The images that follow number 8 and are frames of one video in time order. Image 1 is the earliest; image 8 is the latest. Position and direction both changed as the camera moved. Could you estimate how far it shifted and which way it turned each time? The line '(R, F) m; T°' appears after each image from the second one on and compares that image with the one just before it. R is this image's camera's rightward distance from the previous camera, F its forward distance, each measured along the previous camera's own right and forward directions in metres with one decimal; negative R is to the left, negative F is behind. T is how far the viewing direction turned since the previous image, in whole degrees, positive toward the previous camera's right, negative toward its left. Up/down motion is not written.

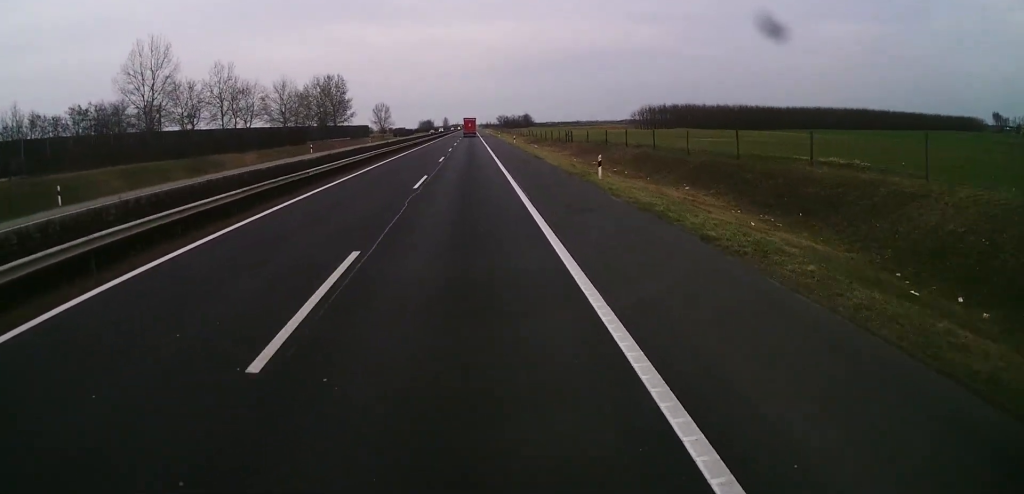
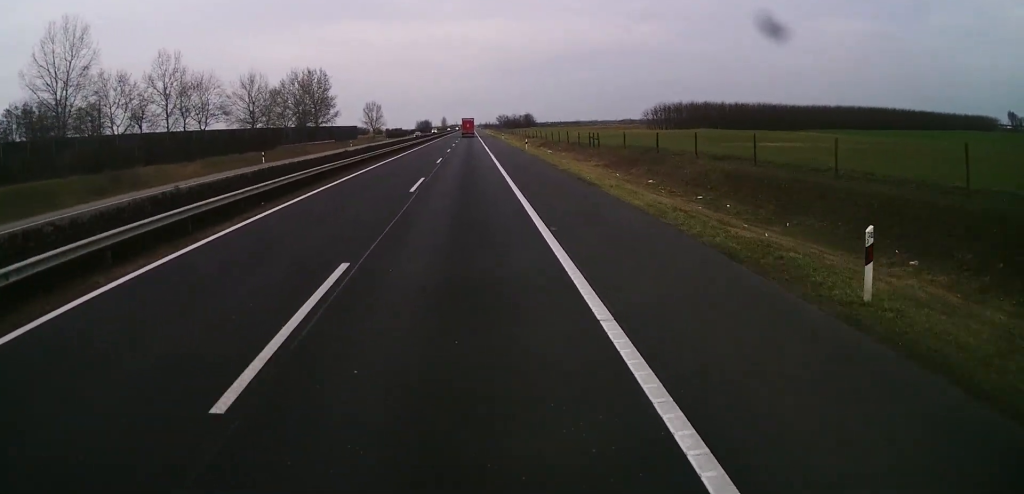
(-0.2, +19.3) m; 0°
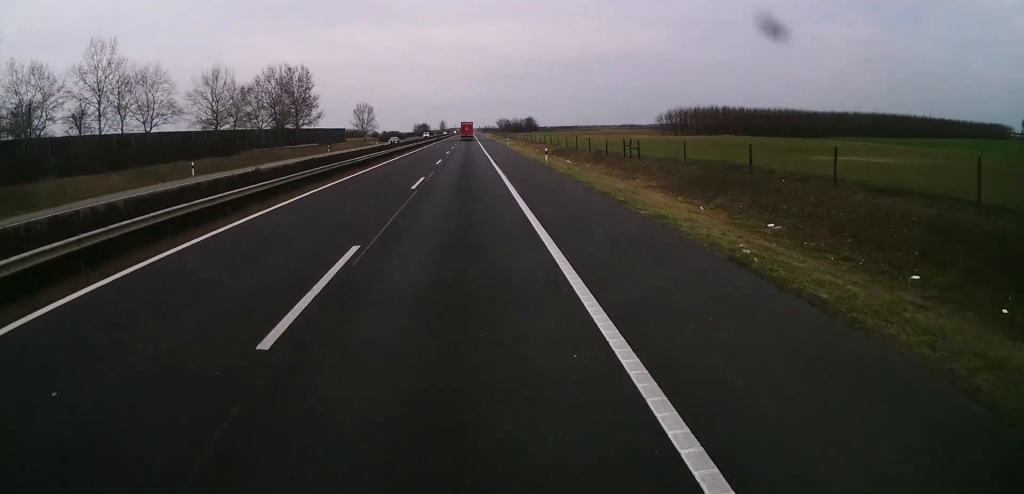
(0.0, +16.9) m; 0°
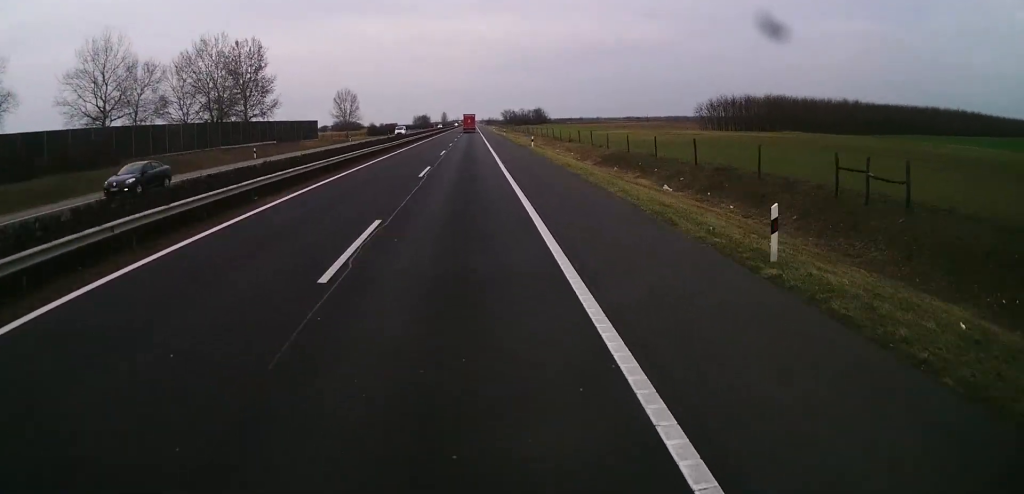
(+0.4, +33.8) m; 0°
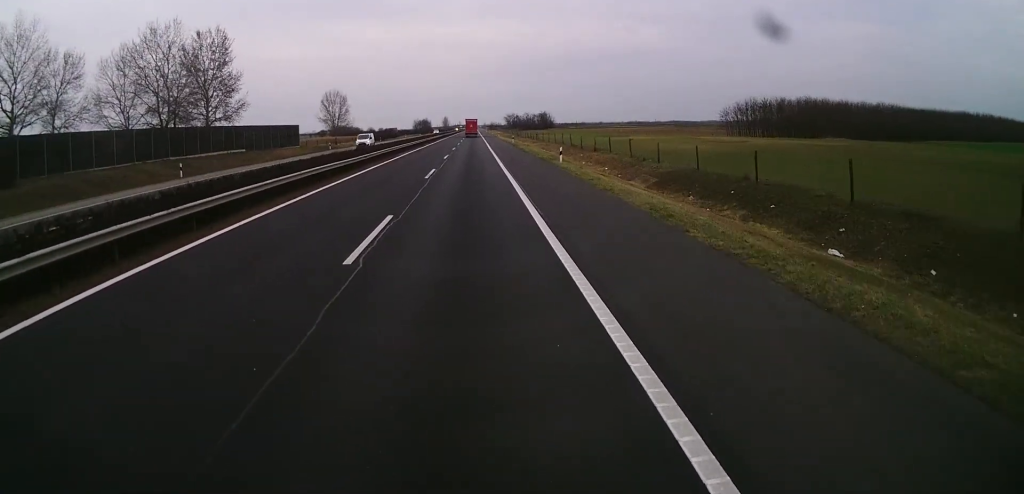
(-0.4, +16.9) m; 0°
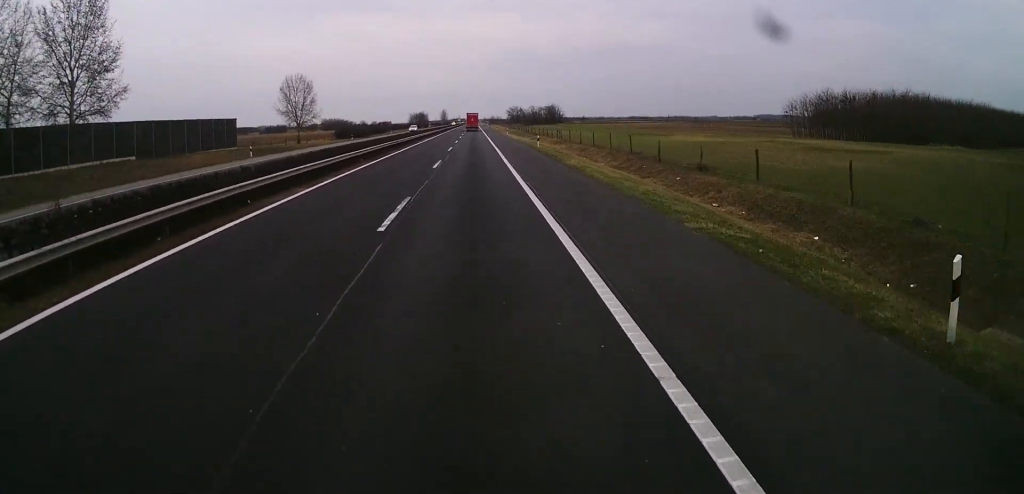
(+0.5, +33.8) m; +1°
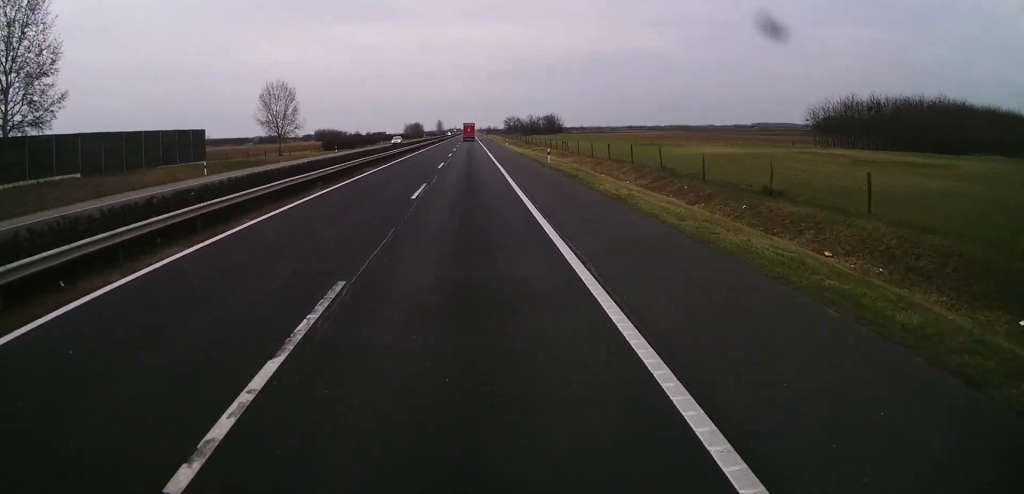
(+0.1, +10.0) m; -1°
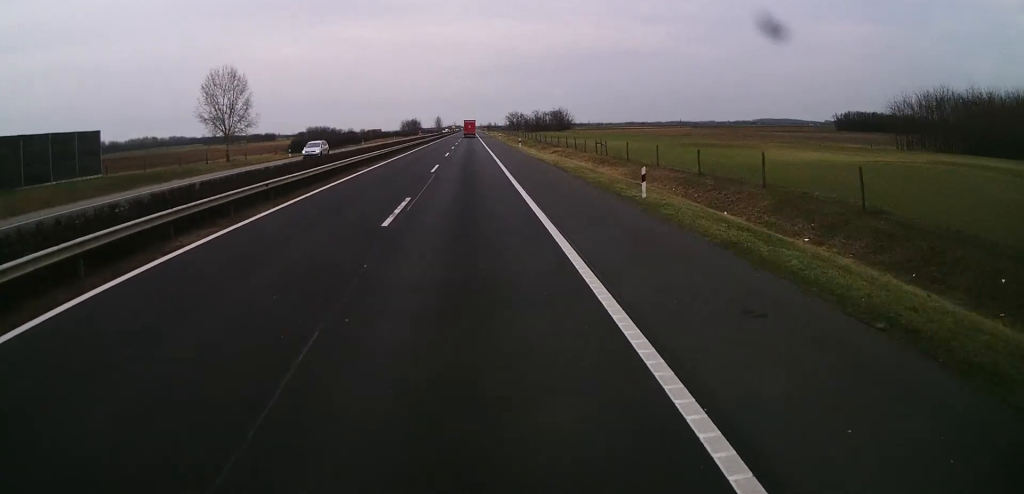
(-0.4, +25.3) m; -1°
